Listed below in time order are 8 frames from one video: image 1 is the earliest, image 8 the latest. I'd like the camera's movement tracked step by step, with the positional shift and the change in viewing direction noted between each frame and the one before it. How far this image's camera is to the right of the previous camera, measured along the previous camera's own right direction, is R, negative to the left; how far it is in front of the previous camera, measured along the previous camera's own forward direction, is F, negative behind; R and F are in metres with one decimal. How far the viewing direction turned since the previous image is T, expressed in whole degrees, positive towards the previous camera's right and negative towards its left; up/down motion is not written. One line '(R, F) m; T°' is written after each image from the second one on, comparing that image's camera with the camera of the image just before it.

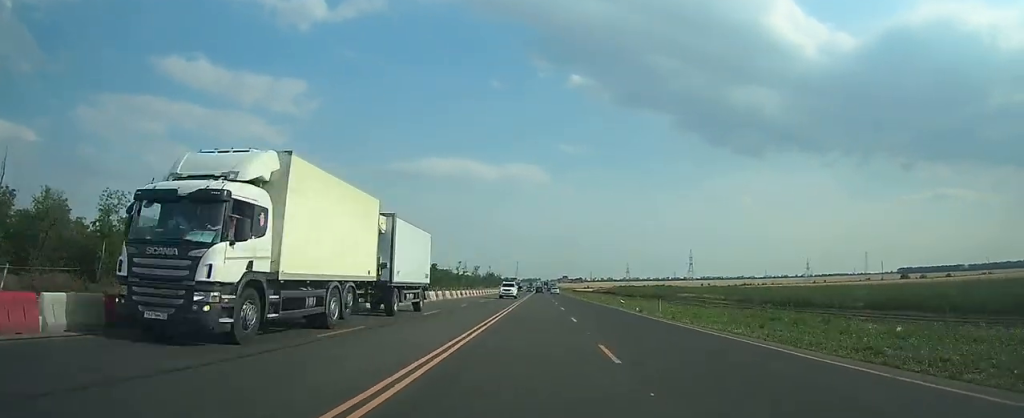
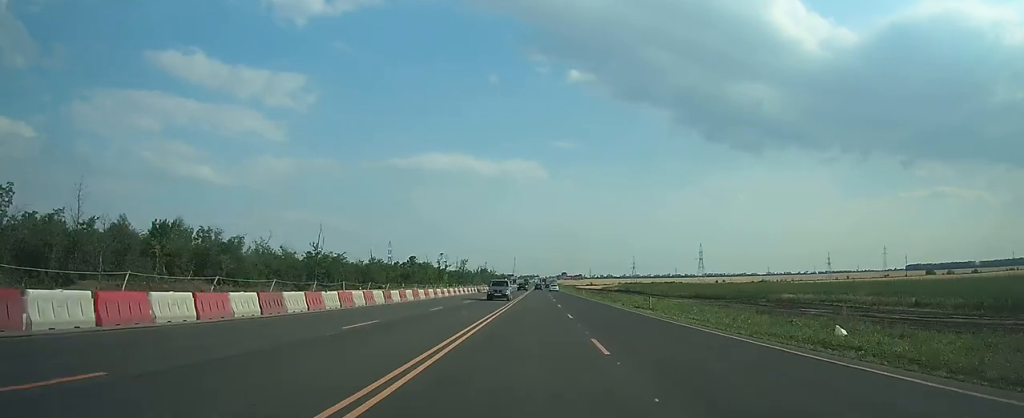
(+0.3, +46.6) m; +1°
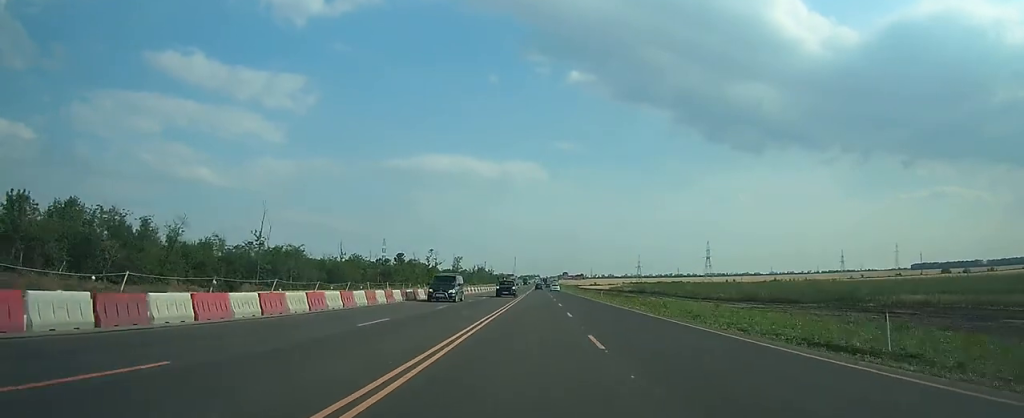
(+0.1, +23.3) m; +1°
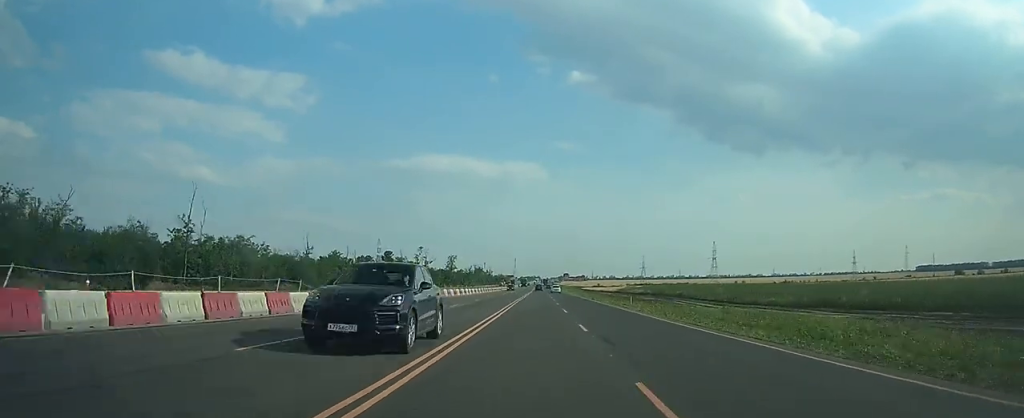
(+0.1, +19.2) m; 0°
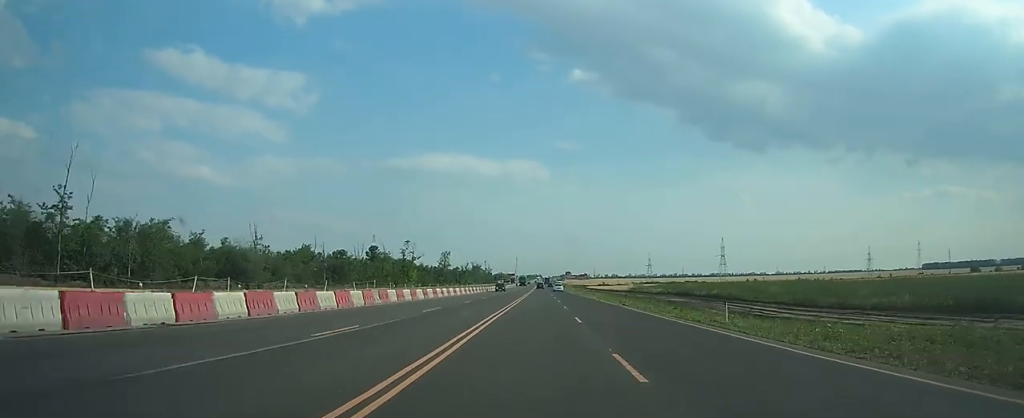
(+0.1, +21.1) m; 0°
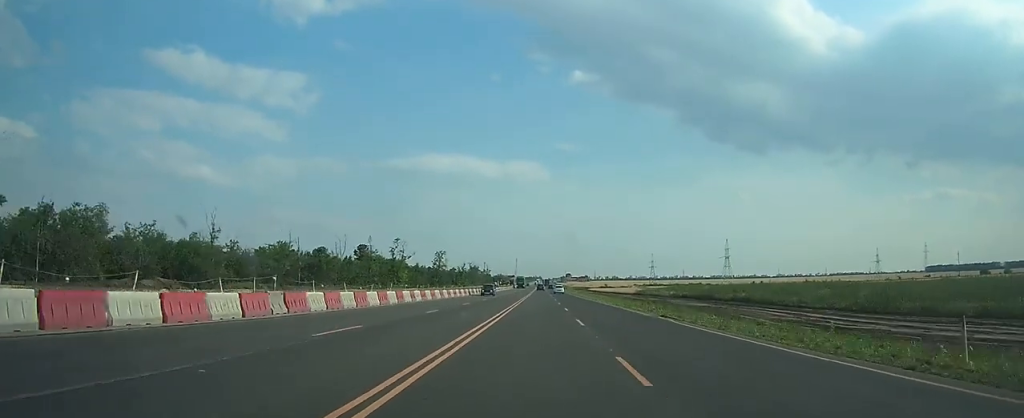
(0.0, +12.4) m; 0°
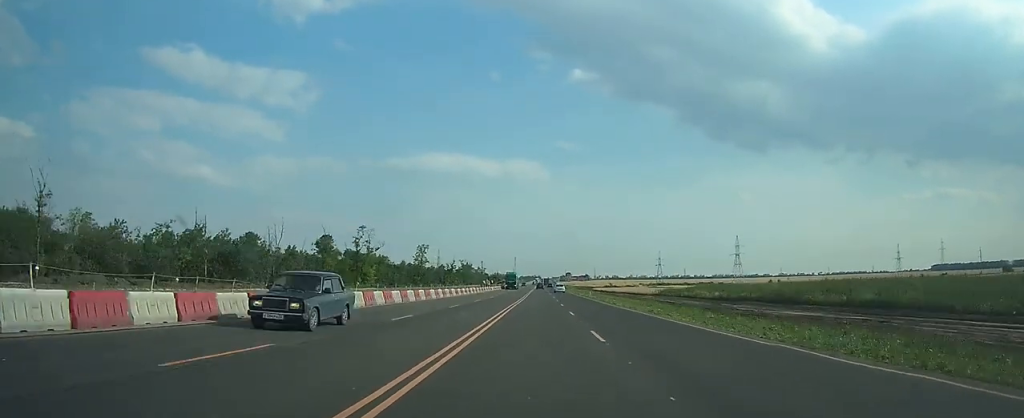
(-0.2, +30.4) m; -1°
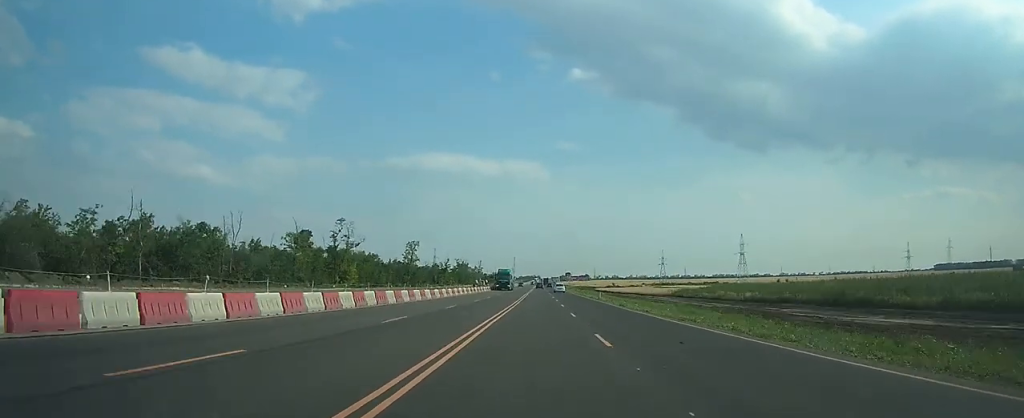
(0.0, +13.5) m; 0°
